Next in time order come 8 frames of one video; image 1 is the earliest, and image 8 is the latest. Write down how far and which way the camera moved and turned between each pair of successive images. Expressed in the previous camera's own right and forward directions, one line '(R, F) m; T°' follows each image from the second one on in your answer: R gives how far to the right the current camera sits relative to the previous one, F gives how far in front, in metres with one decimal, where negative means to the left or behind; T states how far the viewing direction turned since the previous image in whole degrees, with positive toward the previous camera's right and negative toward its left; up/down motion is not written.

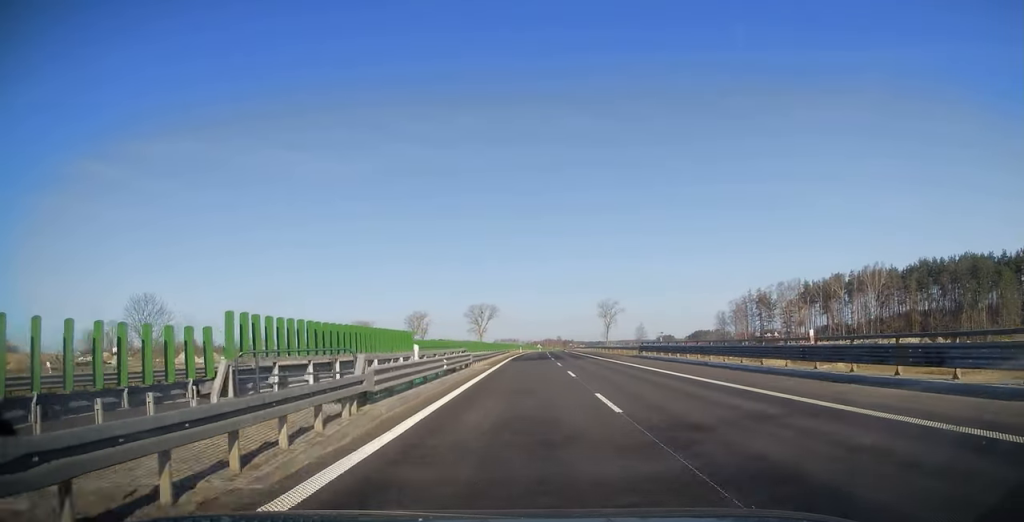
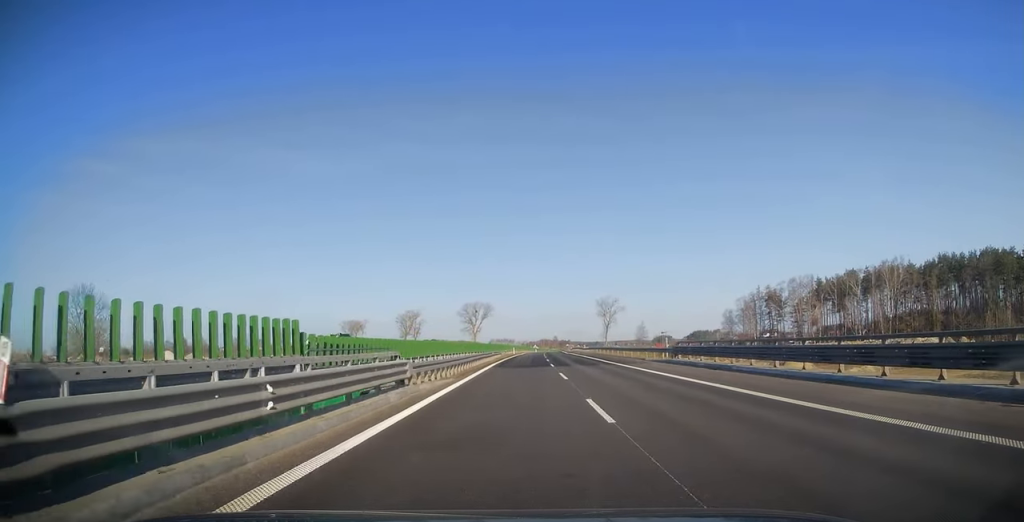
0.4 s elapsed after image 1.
(0.0, +13.4) m; 0°
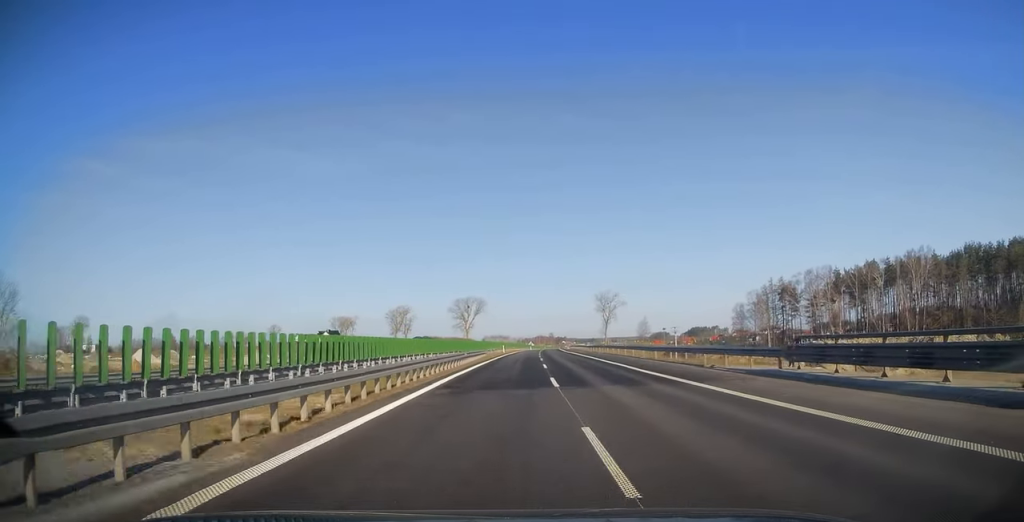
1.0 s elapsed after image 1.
(+0.1, +16.5) m; 0°
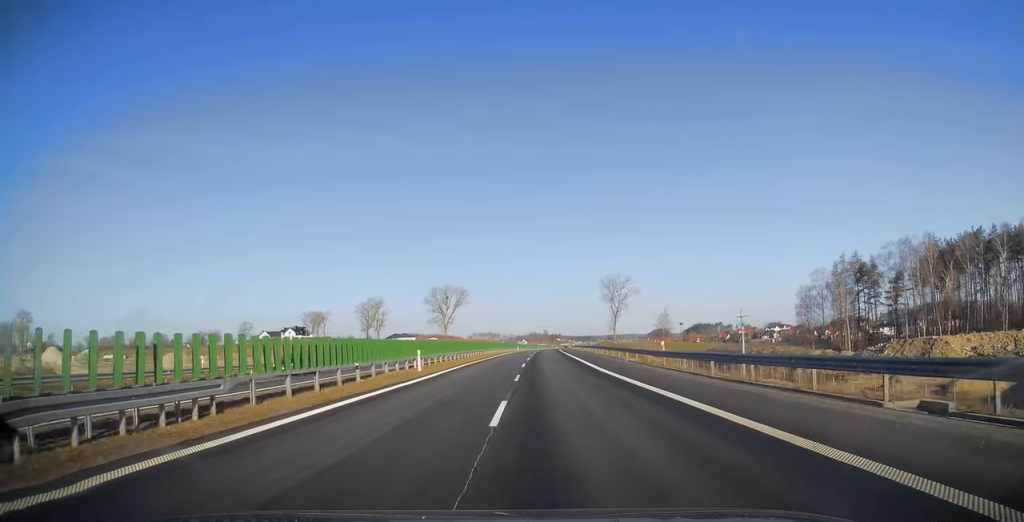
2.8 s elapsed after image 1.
(-0.1, +55.3) m; 0°
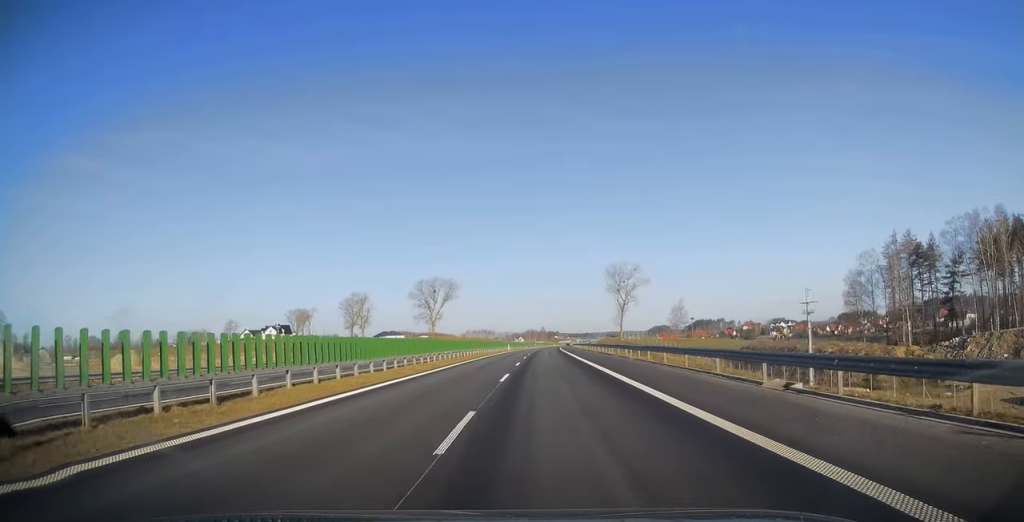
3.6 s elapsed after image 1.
(+0.4, +25.8) m; +1°
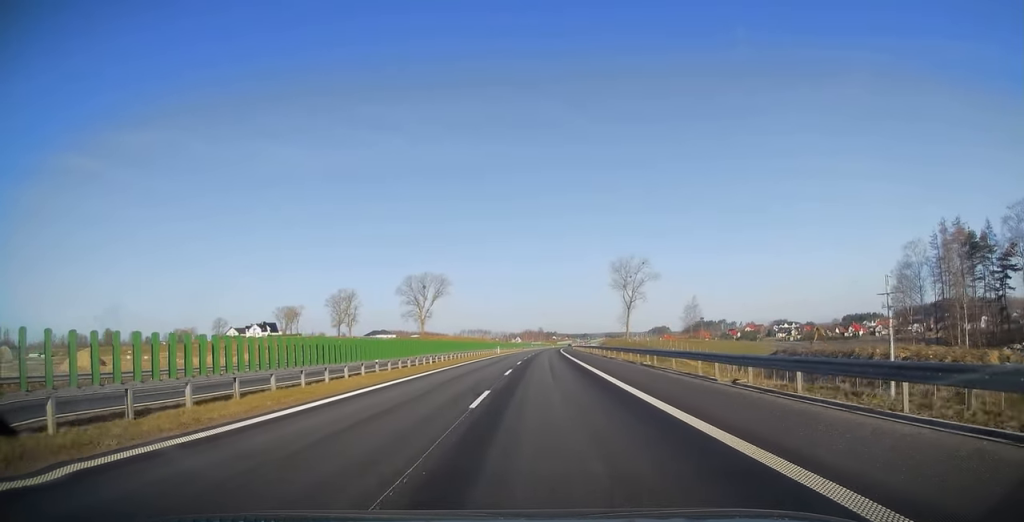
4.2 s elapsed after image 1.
(0.0, +18.6) m; 0°
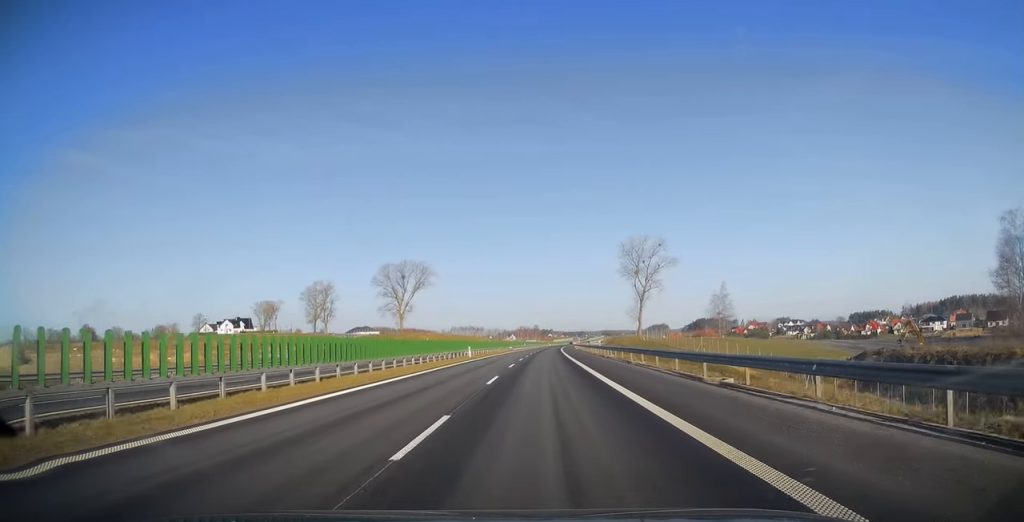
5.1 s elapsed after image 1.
(0.0, +29.4) m; +1°
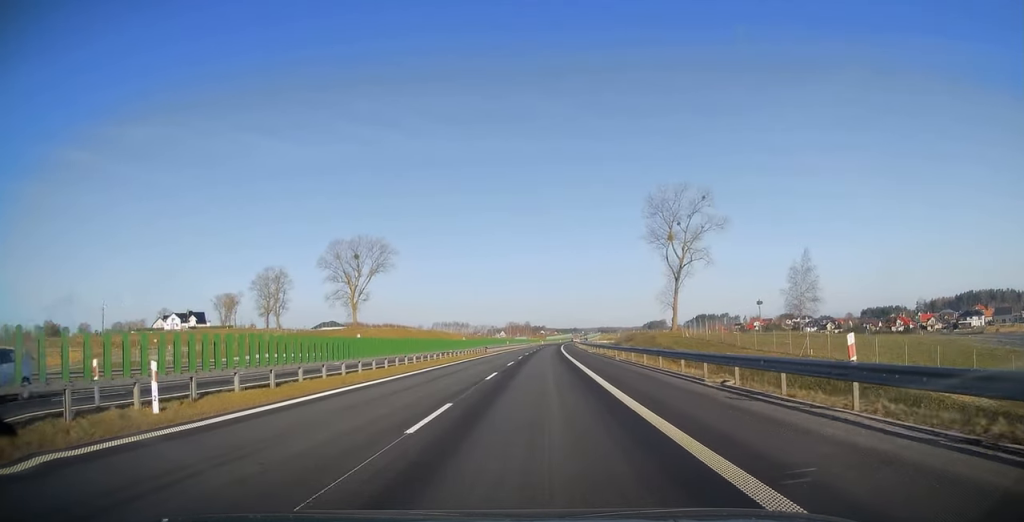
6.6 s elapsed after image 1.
(+0.7, +45.8) m; +1°
